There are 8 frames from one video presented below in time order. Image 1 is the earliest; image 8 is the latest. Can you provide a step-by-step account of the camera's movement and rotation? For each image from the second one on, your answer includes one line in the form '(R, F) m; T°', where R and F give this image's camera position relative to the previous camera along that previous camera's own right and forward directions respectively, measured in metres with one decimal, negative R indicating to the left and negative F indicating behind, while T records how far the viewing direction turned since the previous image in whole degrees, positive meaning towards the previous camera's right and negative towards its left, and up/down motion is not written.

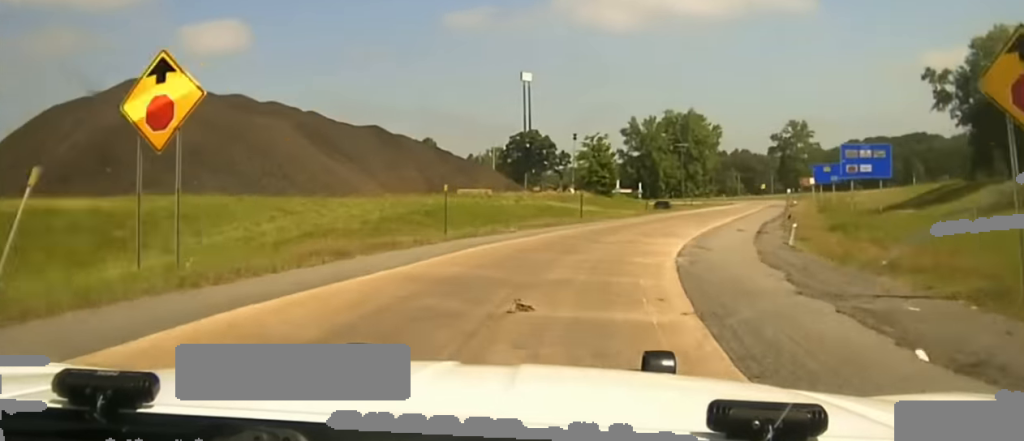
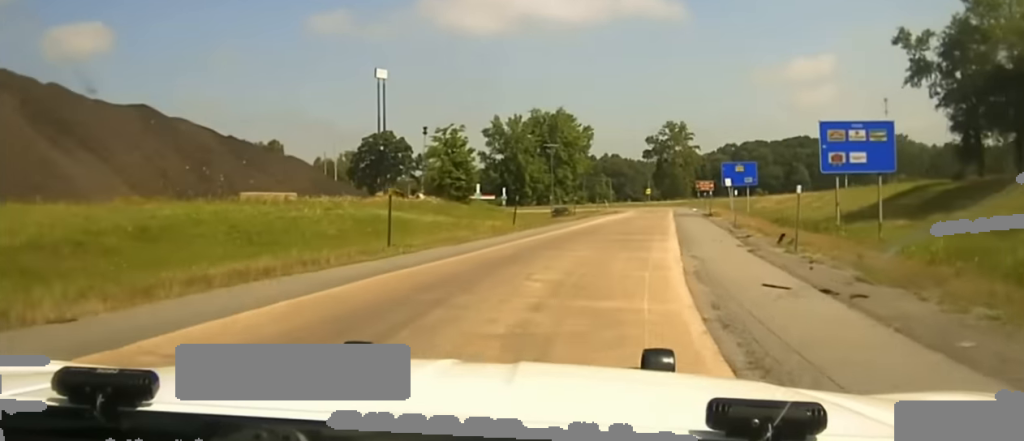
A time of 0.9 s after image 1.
(+2.8, +18.8) m; +9°
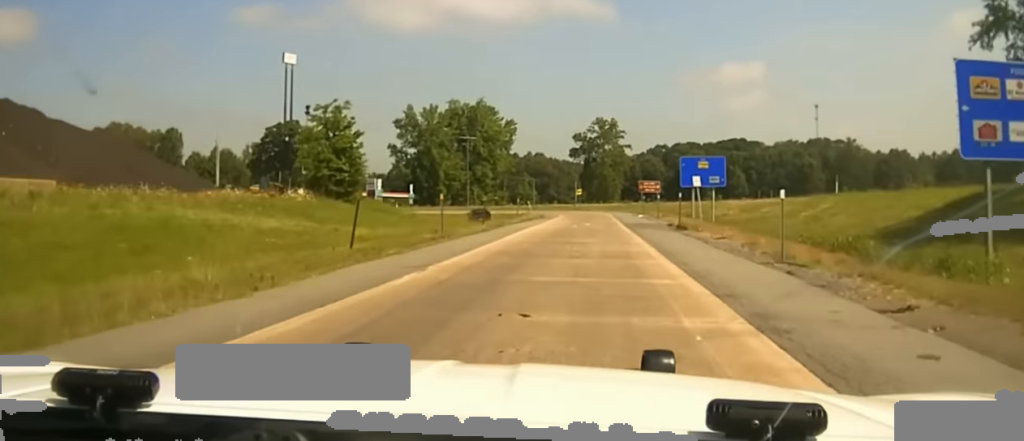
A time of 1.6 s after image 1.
(+0.1, +15.9) m; 0°
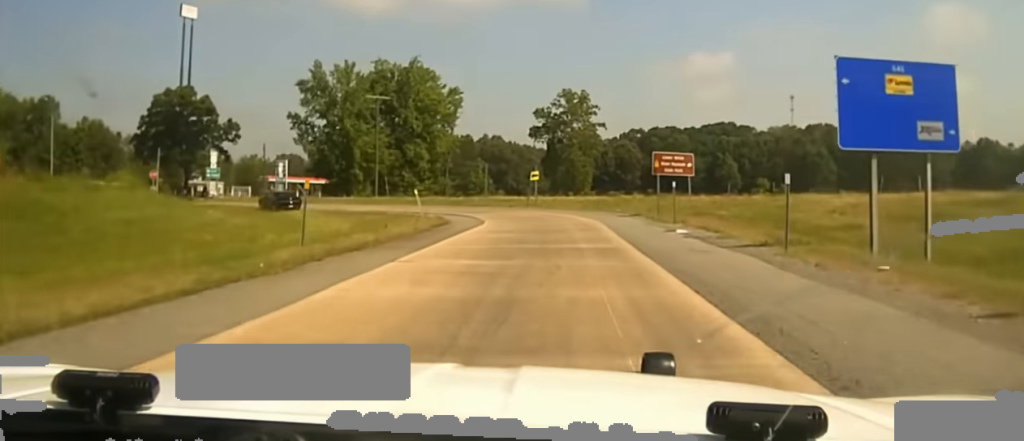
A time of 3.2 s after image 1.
(0.0, +34.6) m; 0°
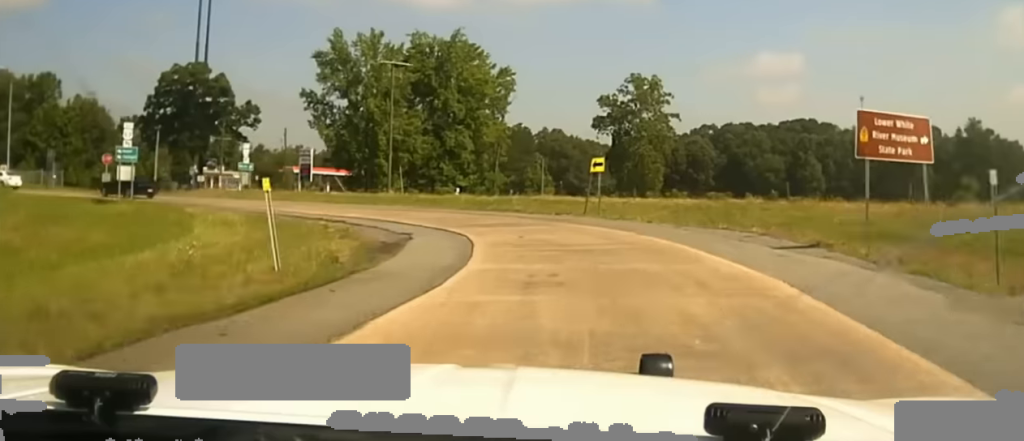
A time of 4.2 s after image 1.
(0.0, +21.0) m; 0°
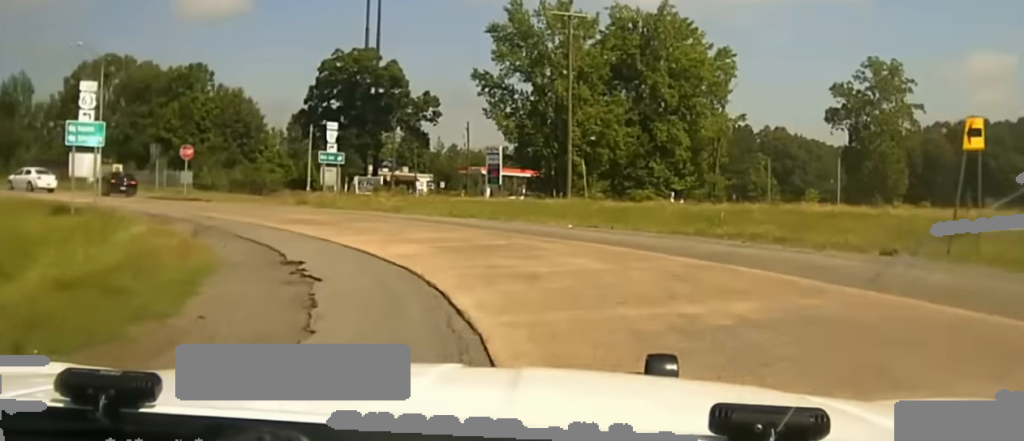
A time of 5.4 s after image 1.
(0.0, +22.9) m; 0°
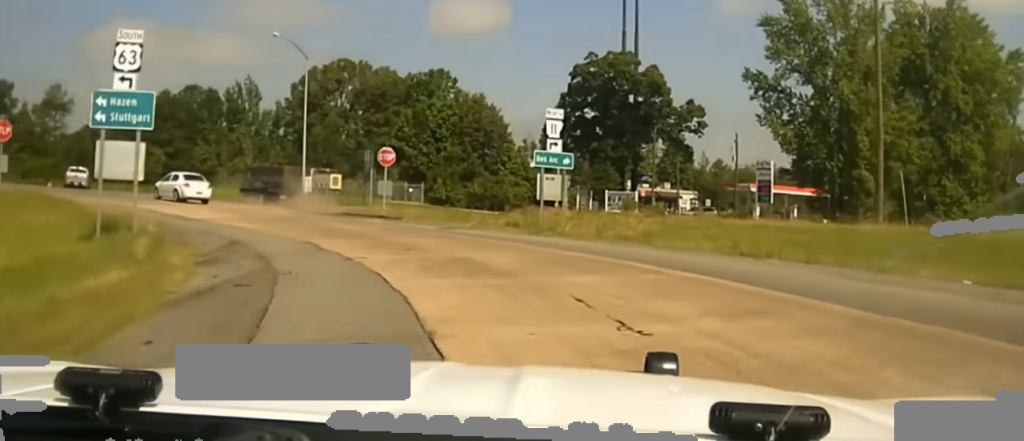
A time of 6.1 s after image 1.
(0.0, +14.0) m; 0°
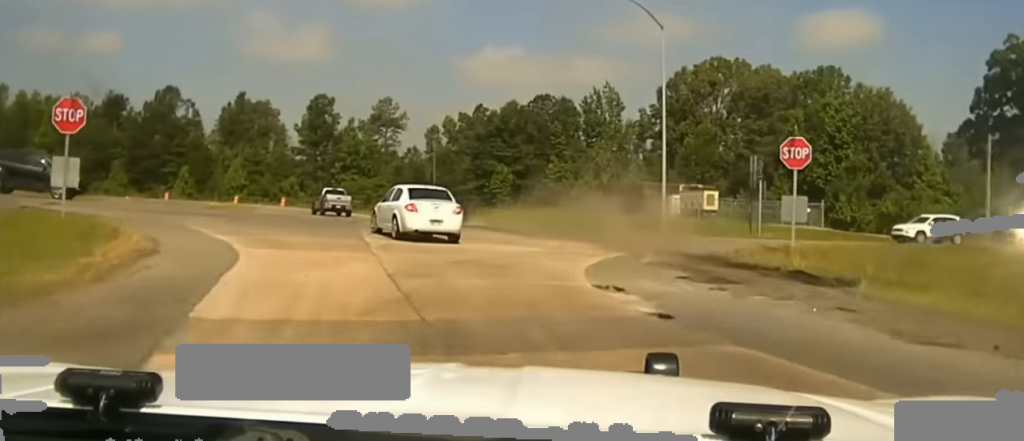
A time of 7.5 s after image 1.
(0.0, +22.9) m; -1°
